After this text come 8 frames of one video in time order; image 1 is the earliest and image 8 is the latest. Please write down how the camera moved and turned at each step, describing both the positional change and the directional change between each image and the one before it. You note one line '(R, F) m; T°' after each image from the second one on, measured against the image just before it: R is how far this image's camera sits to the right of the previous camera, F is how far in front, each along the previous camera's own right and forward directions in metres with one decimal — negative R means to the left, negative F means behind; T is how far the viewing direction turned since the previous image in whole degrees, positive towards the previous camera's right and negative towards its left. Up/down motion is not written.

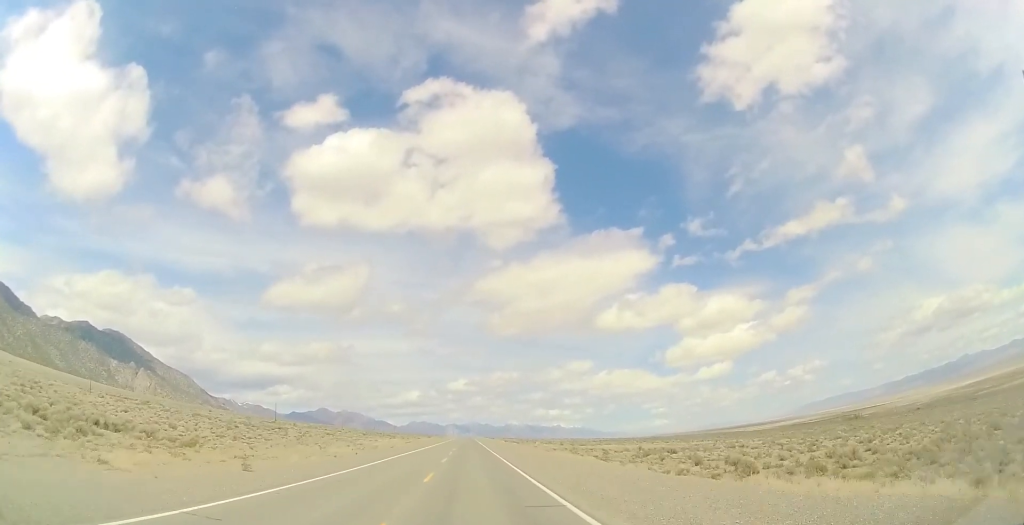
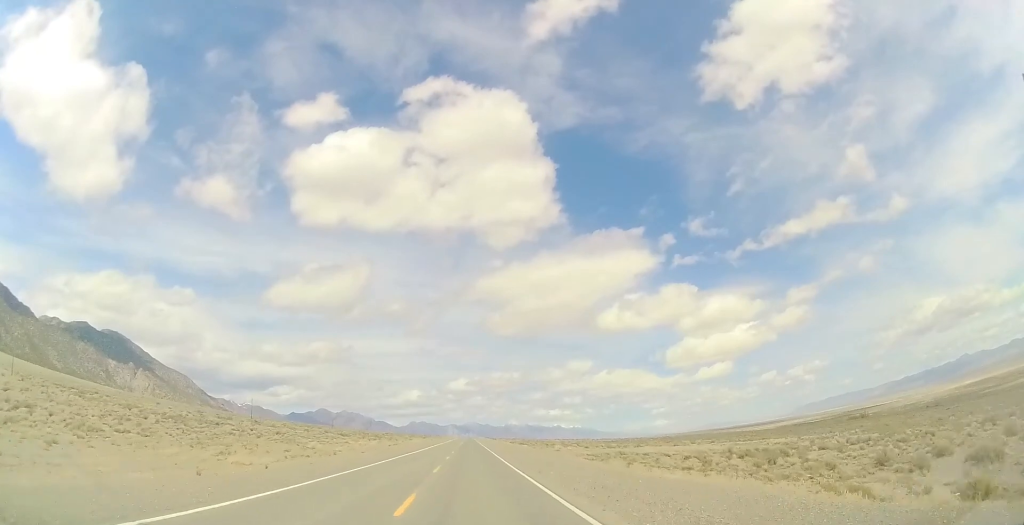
(0.0, +19.5) m; 0°
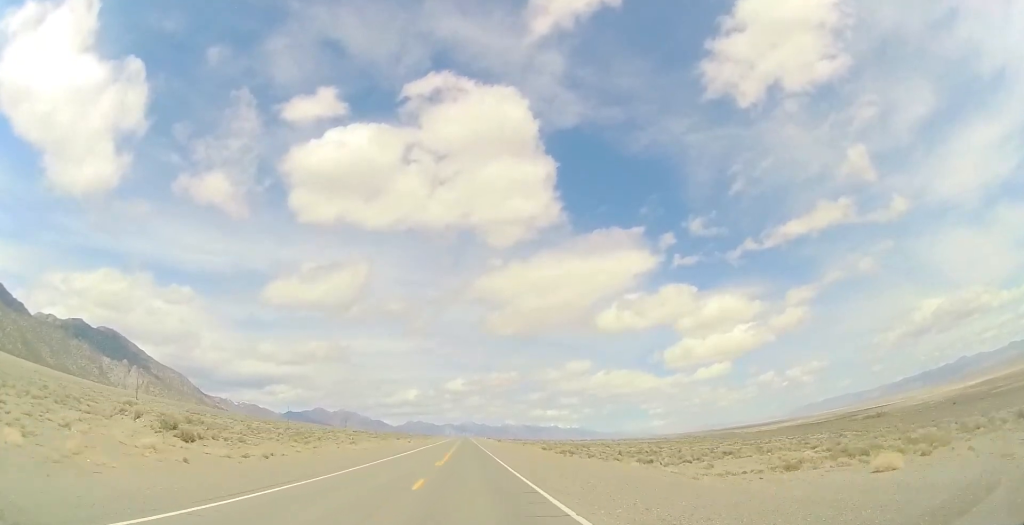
(0.0, +56.0) m; 0°
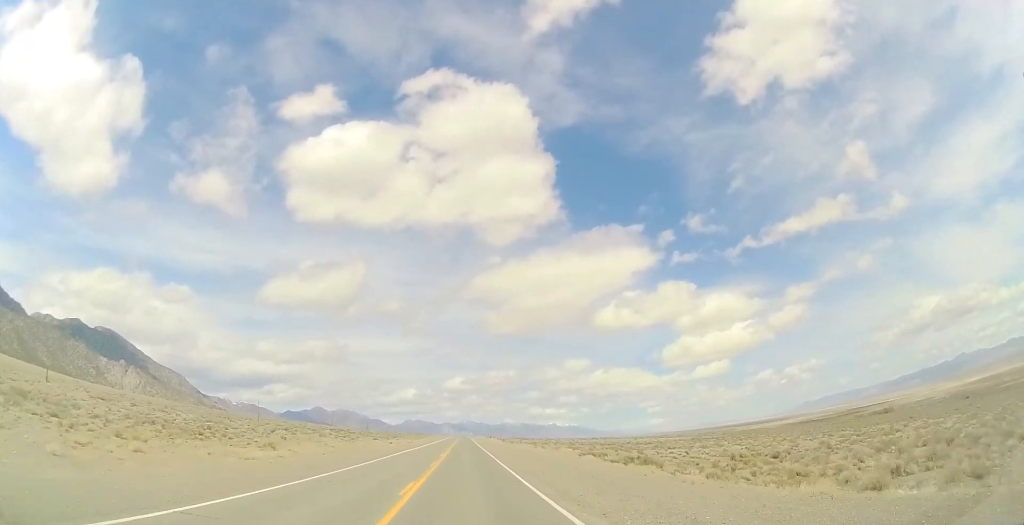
(0.0, +25.8) m; 0°
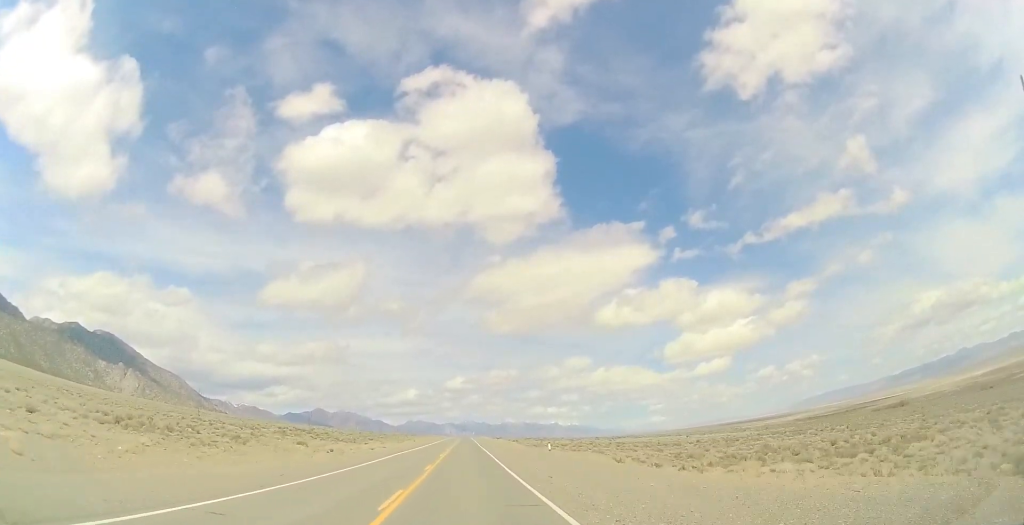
(+0.3, +38.8) m; 0°
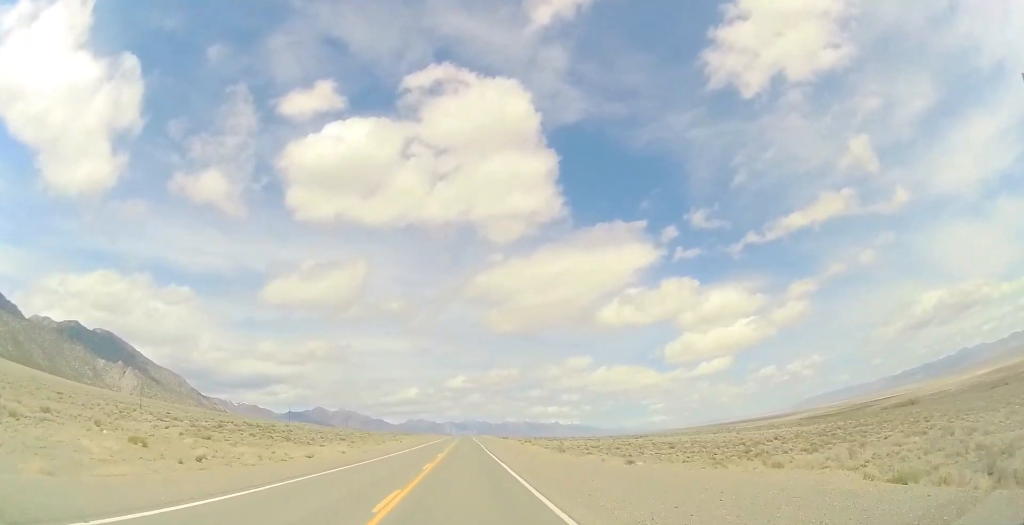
(-0.1, +24.8) m; 0°
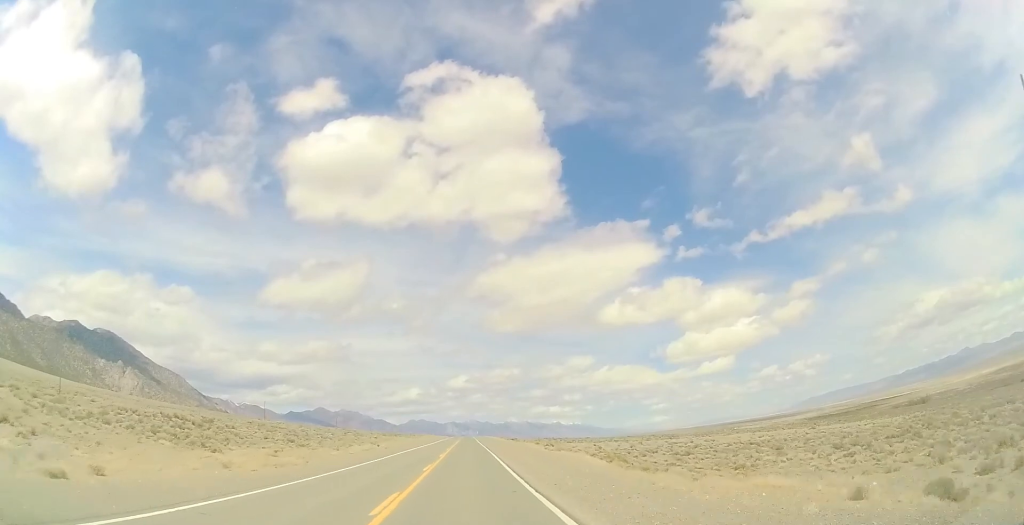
(-0.2, +25.9) m; 0°
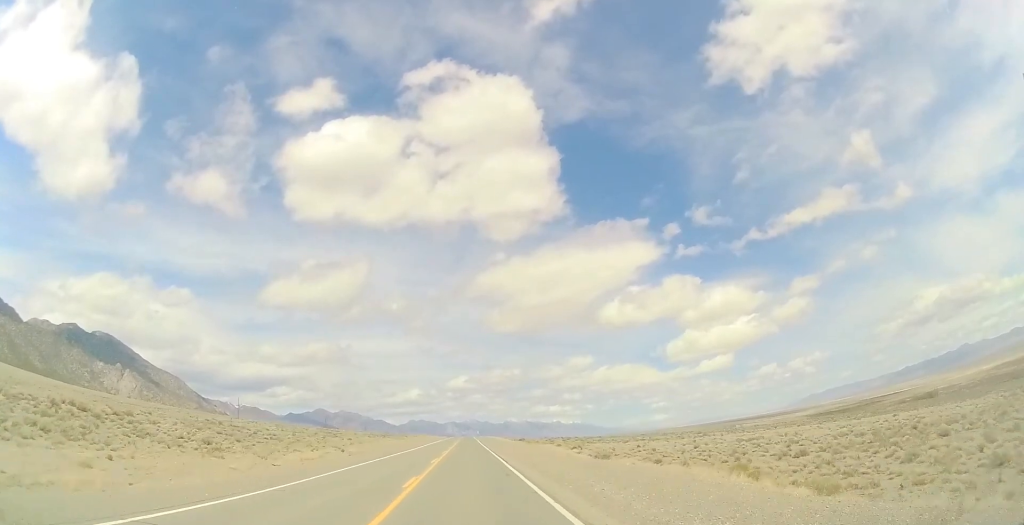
(0.0, +19.5) m; 0°
